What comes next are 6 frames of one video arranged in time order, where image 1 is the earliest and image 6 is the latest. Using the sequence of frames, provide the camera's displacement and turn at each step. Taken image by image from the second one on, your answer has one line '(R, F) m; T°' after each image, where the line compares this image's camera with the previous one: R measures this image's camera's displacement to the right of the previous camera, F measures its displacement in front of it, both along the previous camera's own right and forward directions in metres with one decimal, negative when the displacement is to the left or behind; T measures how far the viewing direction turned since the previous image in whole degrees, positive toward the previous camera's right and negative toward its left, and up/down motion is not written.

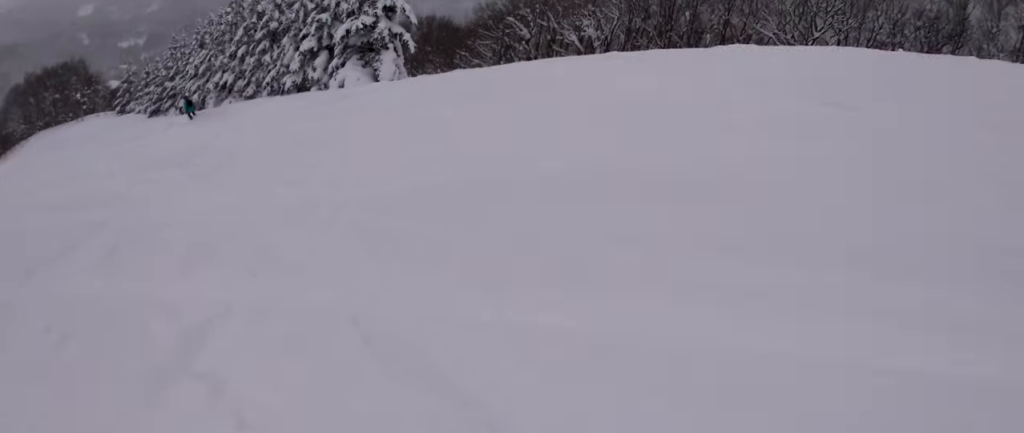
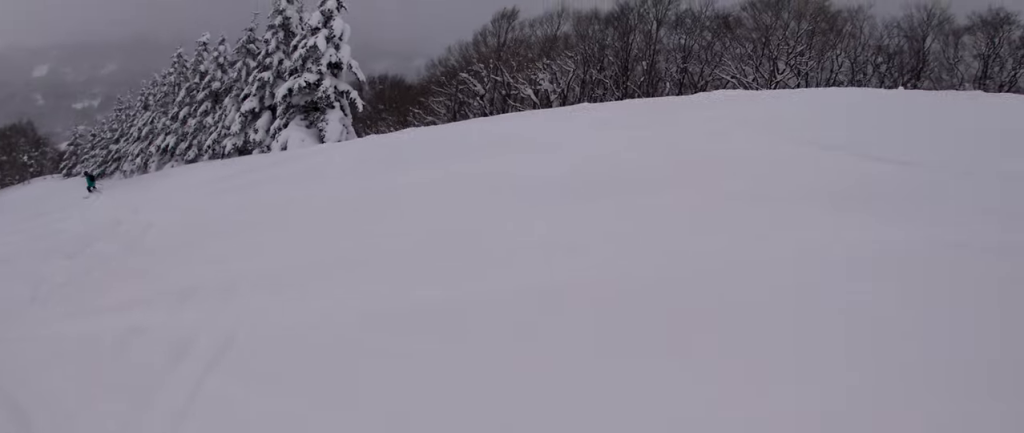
(+0.1, +2.0) m; +3°
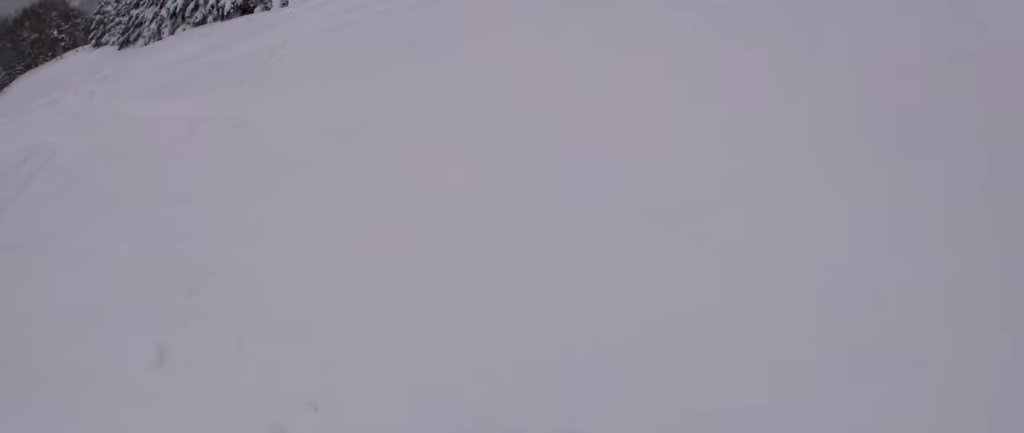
(+0.2, +4.5) m; -1°
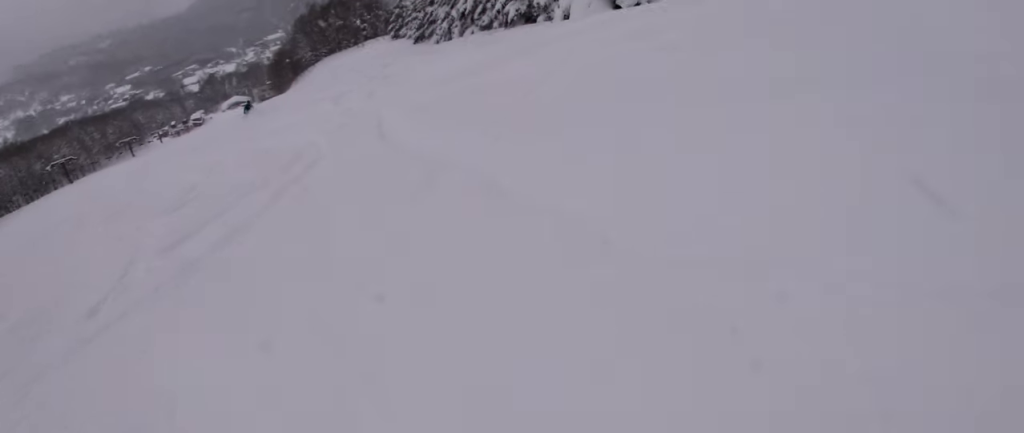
(0.0, +1.7) m; -4°
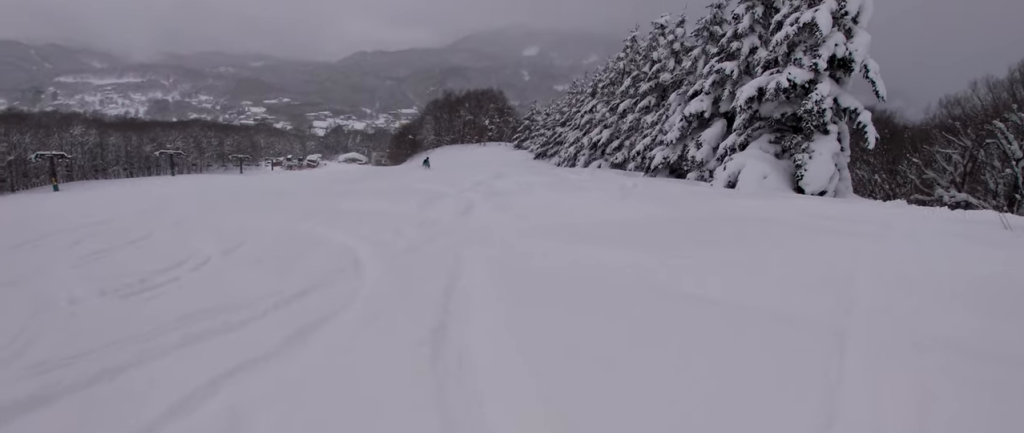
(-1.6, +7.0) m; -21°
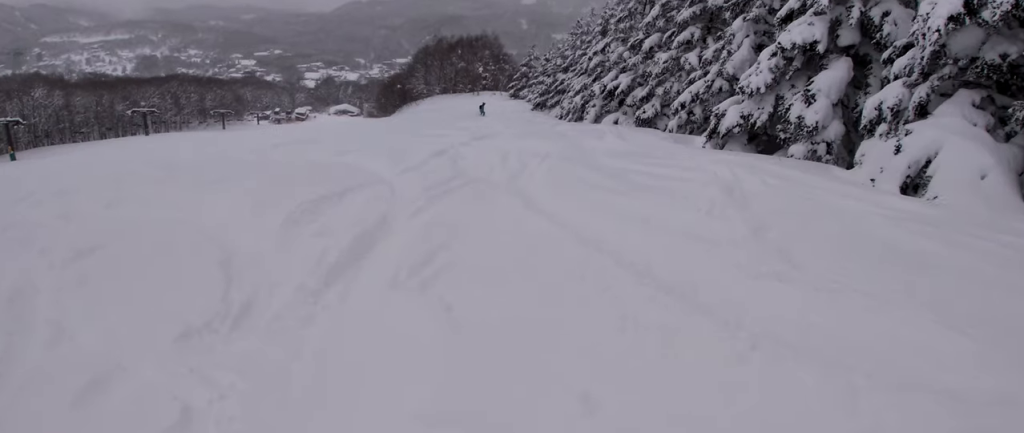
(-0.1, +7.7) m; -2°
